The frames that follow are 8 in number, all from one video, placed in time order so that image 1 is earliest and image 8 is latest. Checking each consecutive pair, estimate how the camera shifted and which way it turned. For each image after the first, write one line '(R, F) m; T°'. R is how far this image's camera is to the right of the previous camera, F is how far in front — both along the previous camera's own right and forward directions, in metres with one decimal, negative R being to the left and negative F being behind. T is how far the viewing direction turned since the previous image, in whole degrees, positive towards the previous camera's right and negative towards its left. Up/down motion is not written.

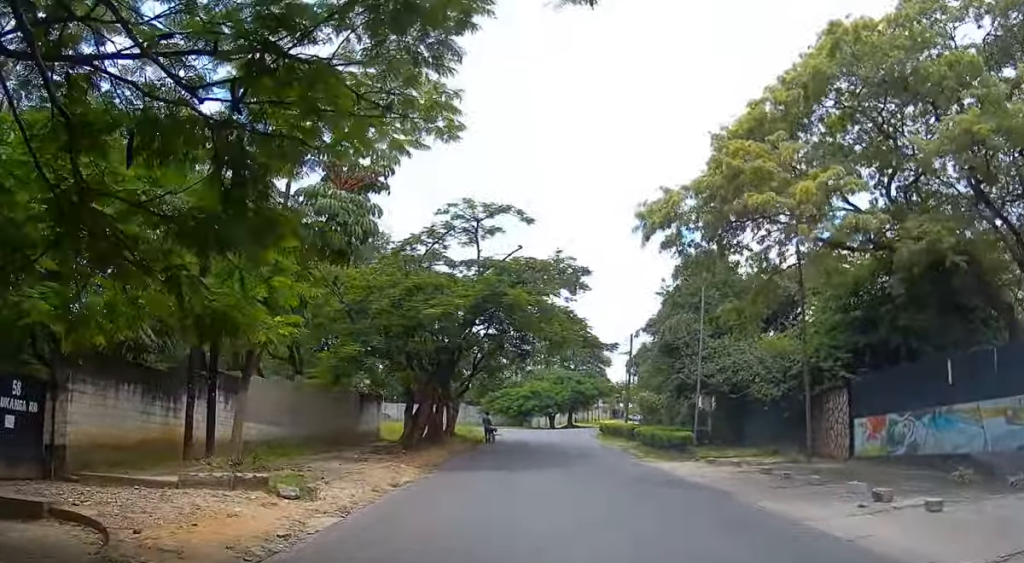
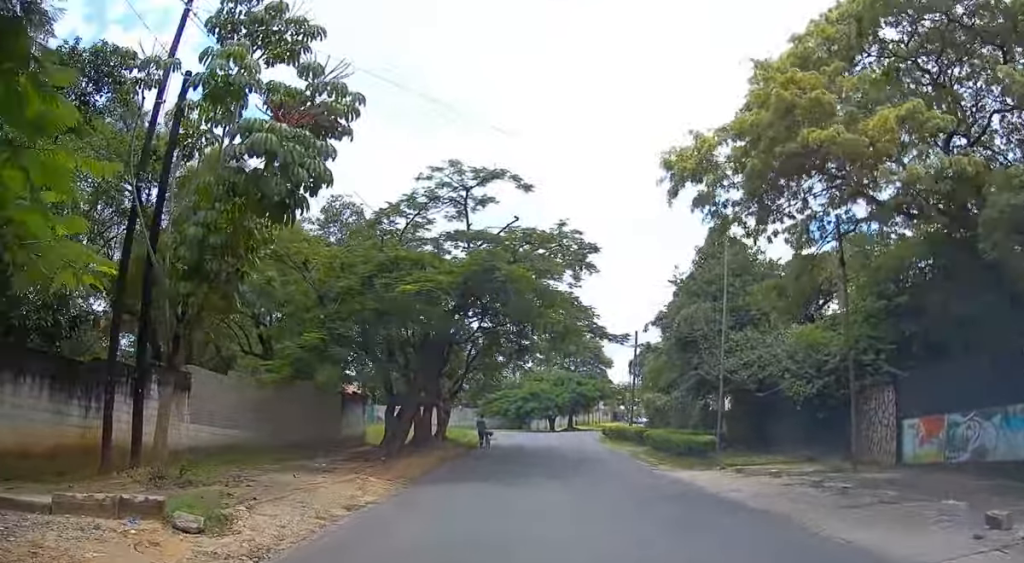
(+0.1, +3.5) m; 0°
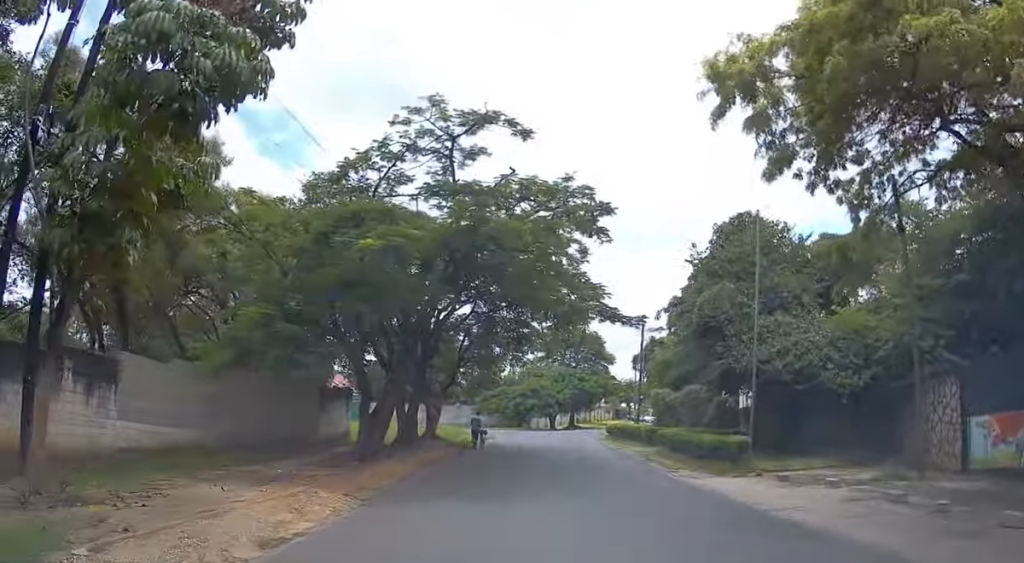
(0.0, +3.6) m; 0°
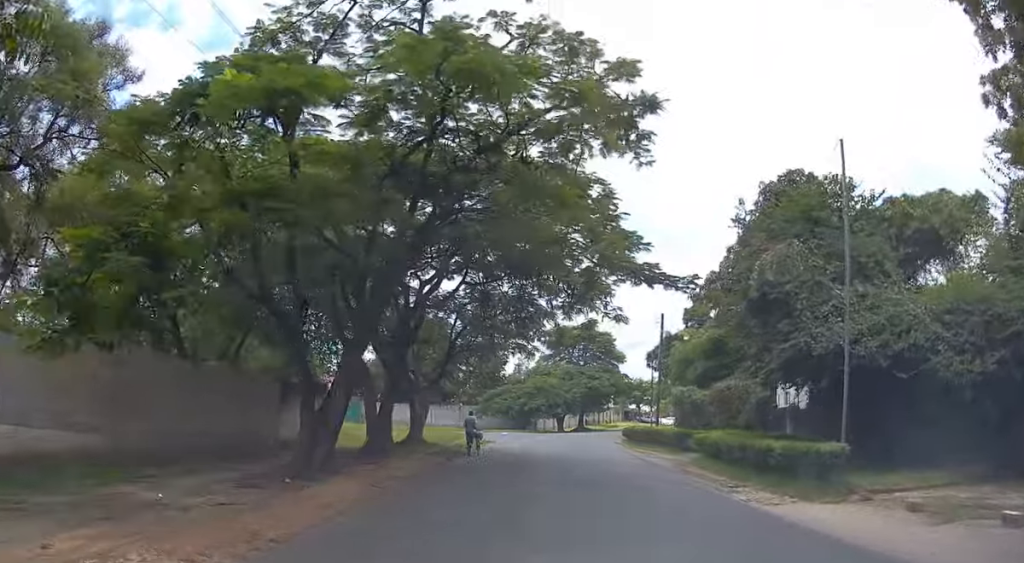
(-0.2, +5.7) m; -1°
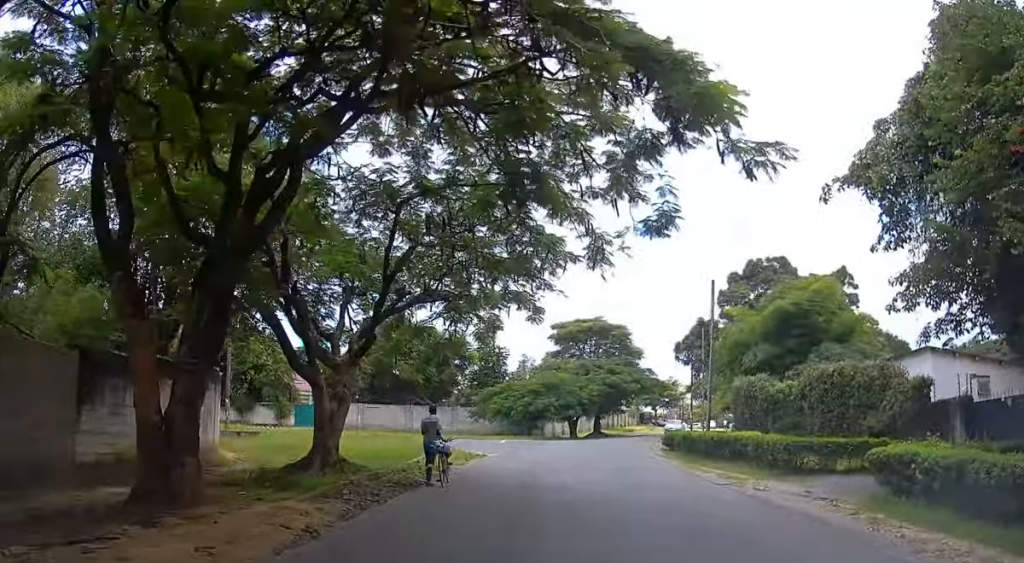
(0.0, +12.4) m; 0°
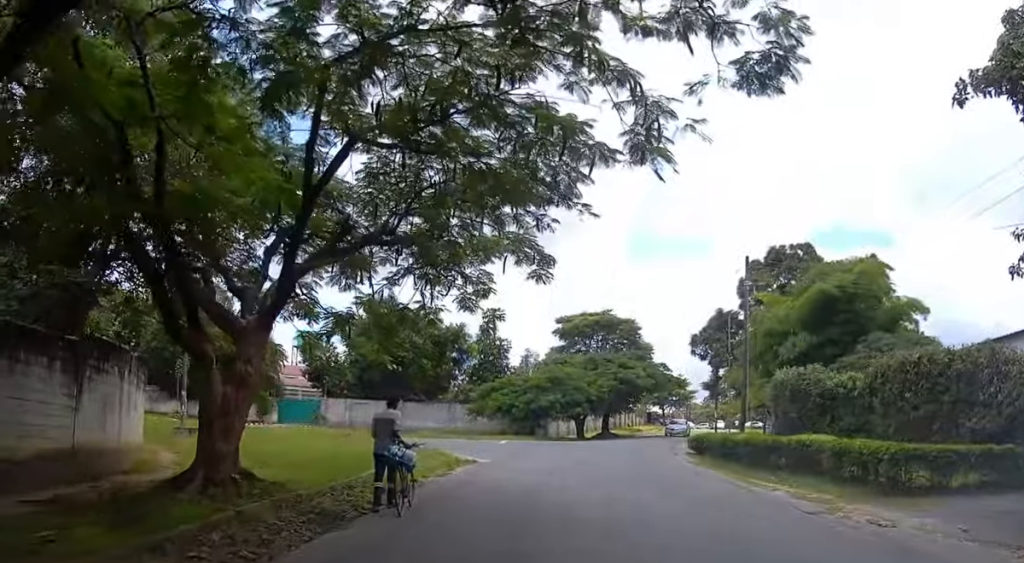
(-0.1, +5.3) m; 0°
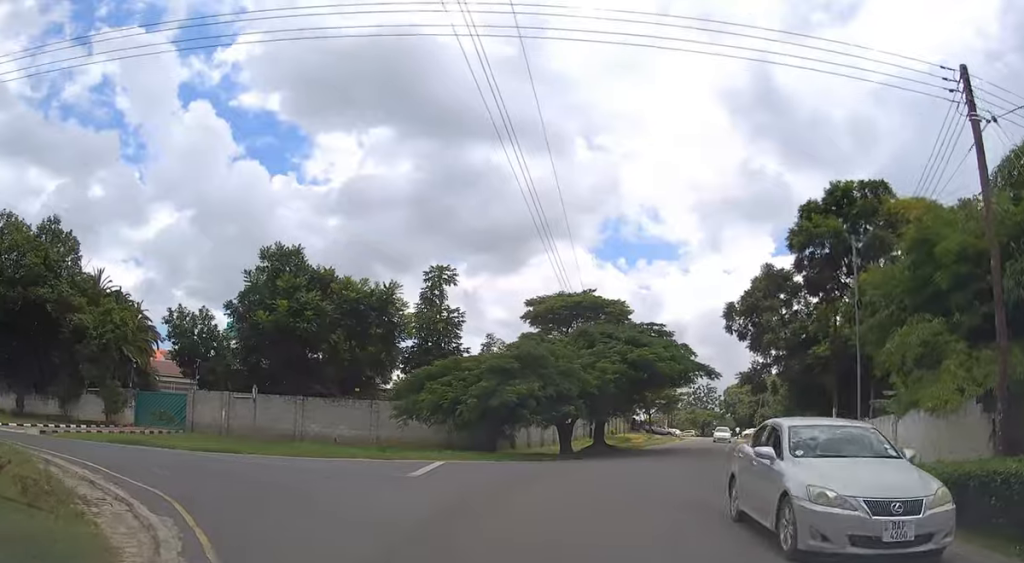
(+0.4, +19.3) m; +4°
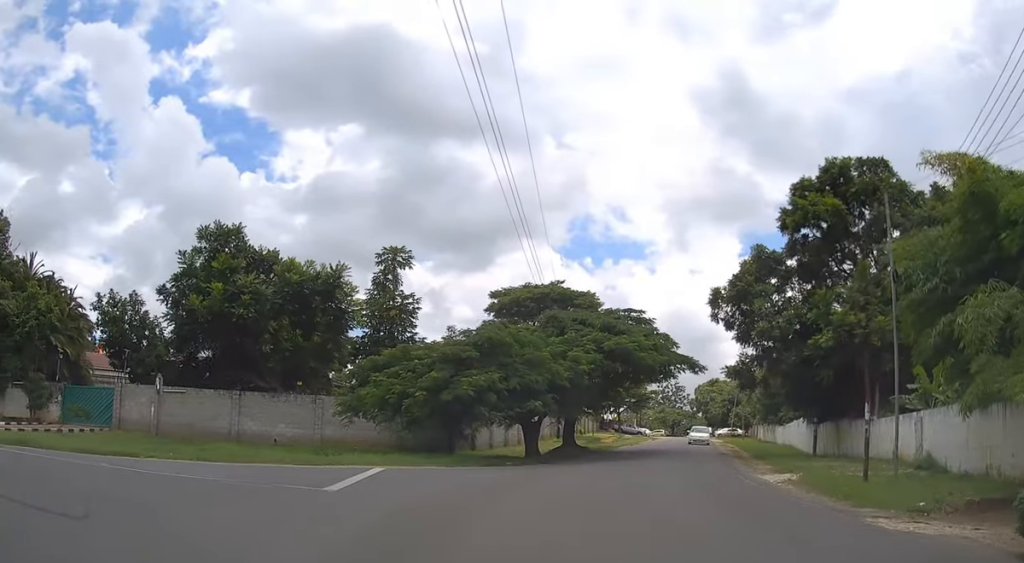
(0.0, +4.5) m; +3°
